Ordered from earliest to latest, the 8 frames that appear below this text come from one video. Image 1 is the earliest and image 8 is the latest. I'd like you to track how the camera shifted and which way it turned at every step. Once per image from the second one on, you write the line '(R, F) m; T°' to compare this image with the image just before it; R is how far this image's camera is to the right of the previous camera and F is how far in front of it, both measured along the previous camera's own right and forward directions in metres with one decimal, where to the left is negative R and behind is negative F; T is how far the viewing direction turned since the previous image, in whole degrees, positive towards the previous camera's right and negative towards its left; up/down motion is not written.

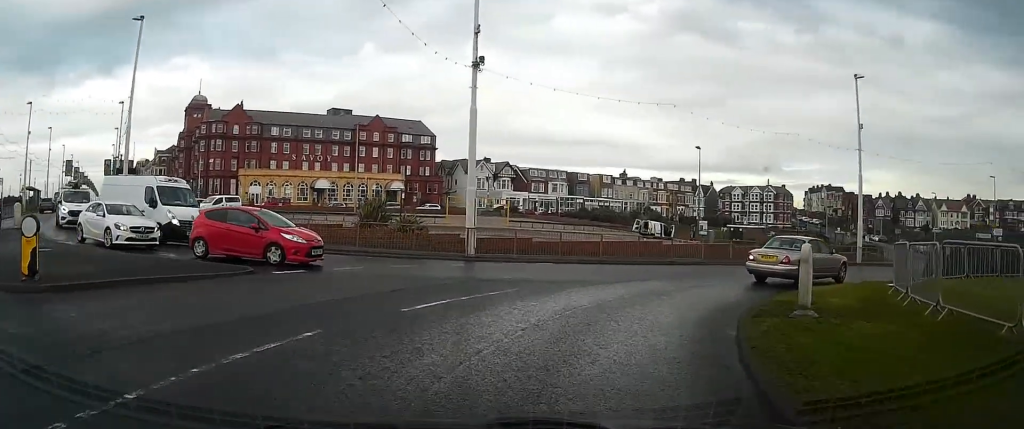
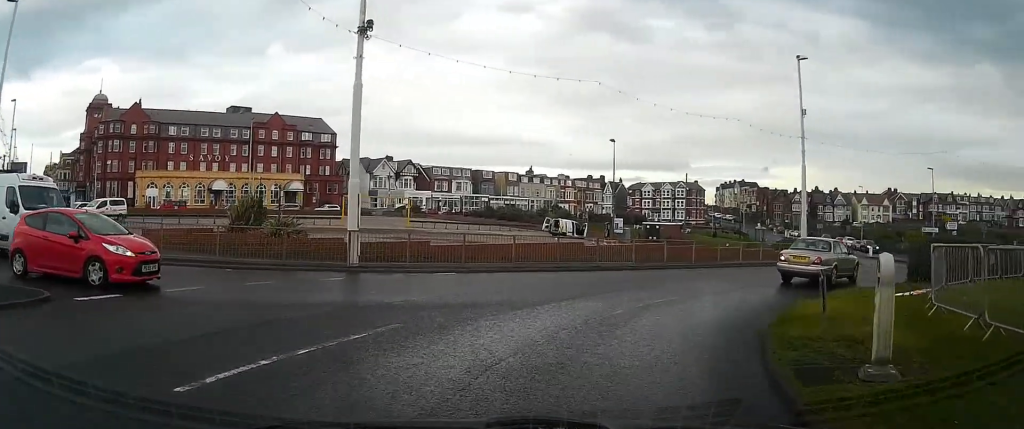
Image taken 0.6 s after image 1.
(+0.5, +4.2) m; +12°
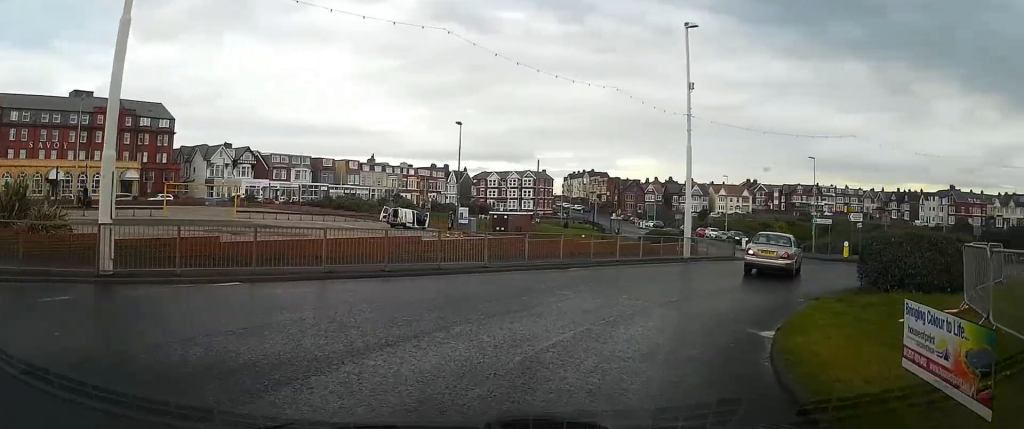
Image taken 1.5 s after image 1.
(+0.8, +5.4) m; +14°
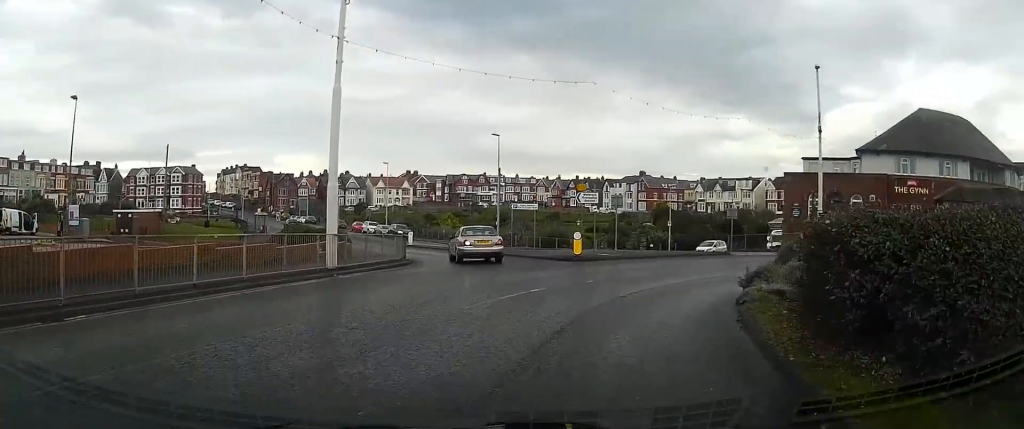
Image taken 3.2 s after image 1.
(+2.9, +11.1) m; +32°
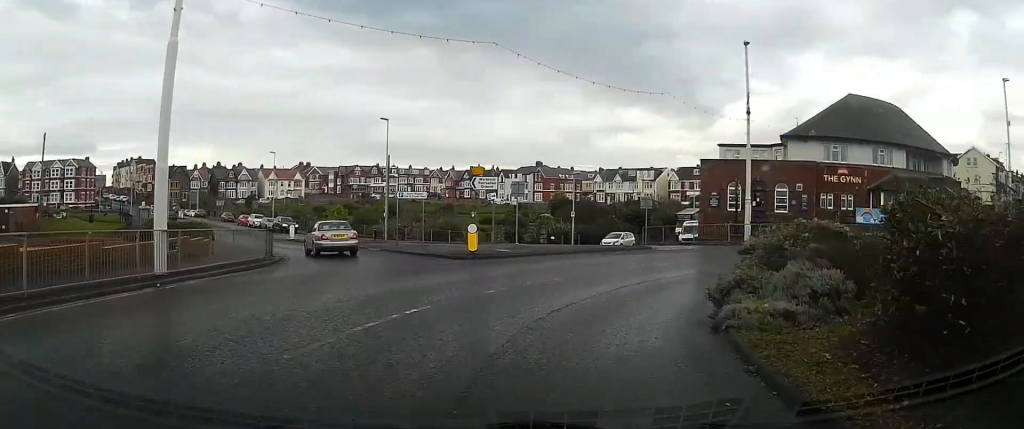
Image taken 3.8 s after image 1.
(+0.4, +4.4) m; +14°
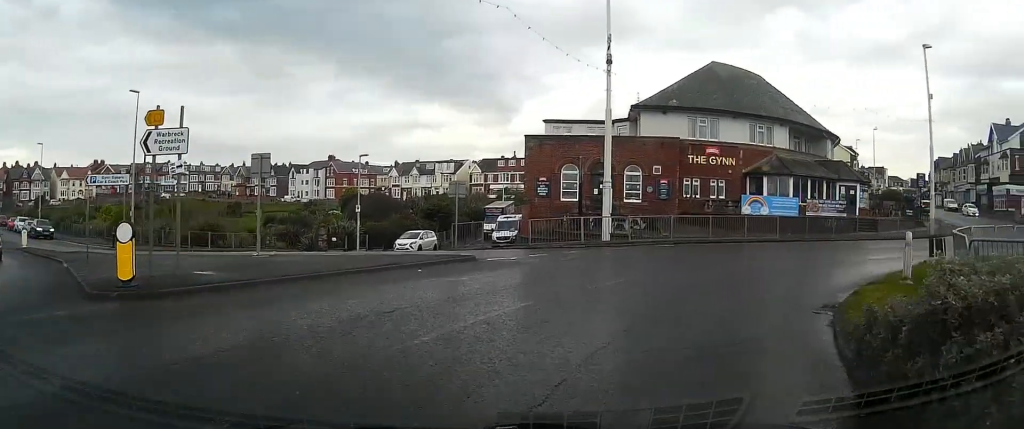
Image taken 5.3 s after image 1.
(+3.1, +11.3) m; +27°
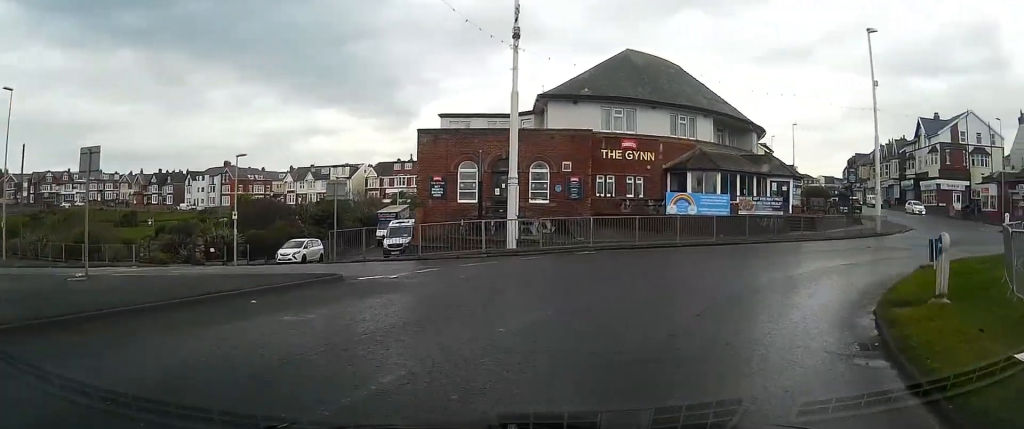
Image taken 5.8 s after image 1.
(+0.1, +4.5) m; +9°
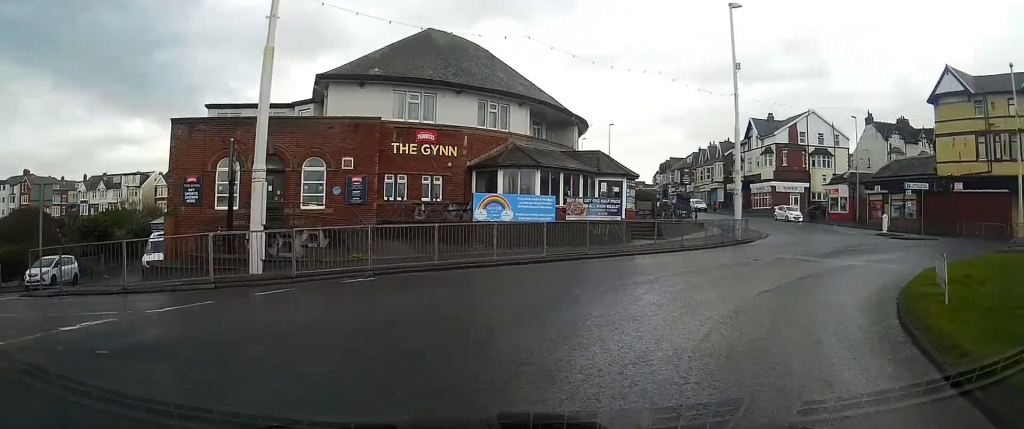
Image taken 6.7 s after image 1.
(+1.1, +7.2) m; +16°
